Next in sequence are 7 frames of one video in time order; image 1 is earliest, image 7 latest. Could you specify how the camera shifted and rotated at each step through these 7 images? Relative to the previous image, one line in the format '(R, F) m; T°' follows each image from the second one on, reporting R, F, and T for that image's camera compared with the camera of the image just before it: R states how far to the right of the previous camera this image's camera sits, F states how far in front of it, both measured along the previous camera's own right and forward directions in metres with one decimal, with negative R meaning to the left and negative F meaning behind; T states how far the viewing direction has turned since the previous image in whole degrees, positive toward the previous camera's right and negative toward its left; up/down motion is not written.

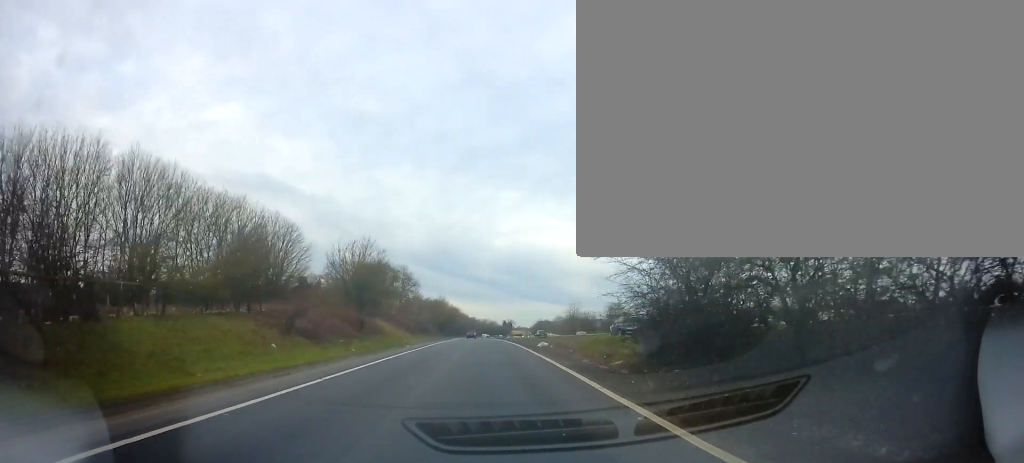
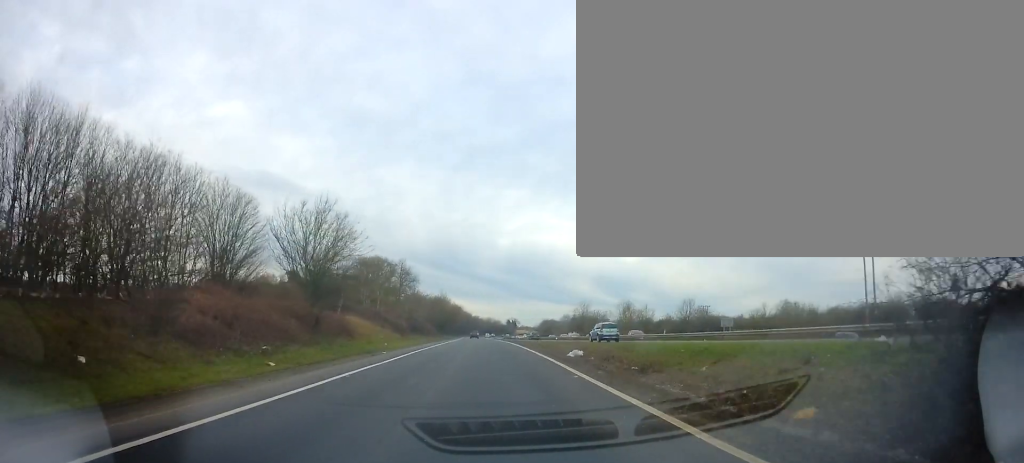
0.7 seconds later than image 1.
(0.0, +11.4) m; 0°
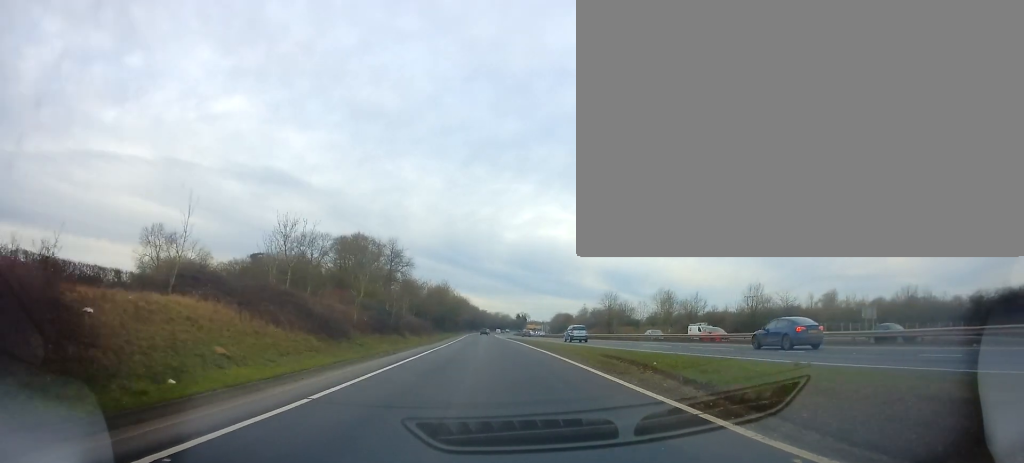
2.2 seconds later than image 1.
(0.0, +27.7) m; +1°
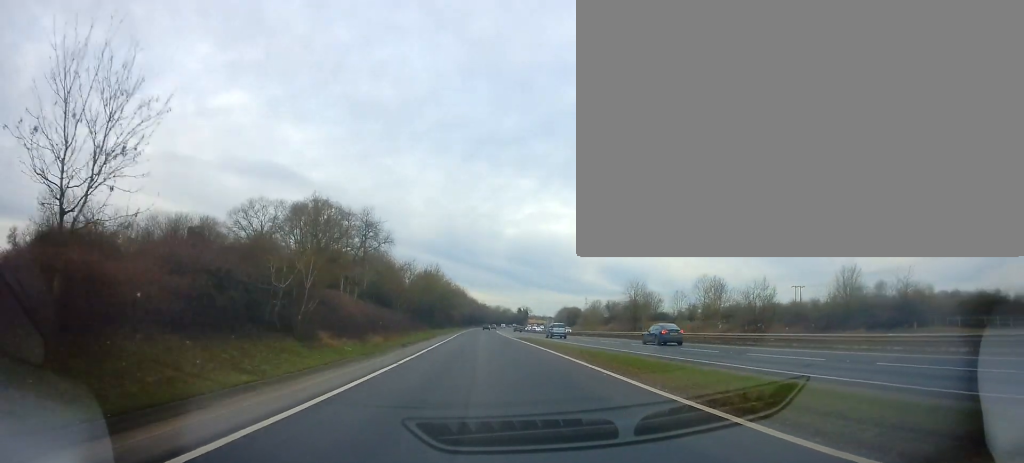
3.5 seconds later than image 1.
(+0.2, +28.2) m; 0°
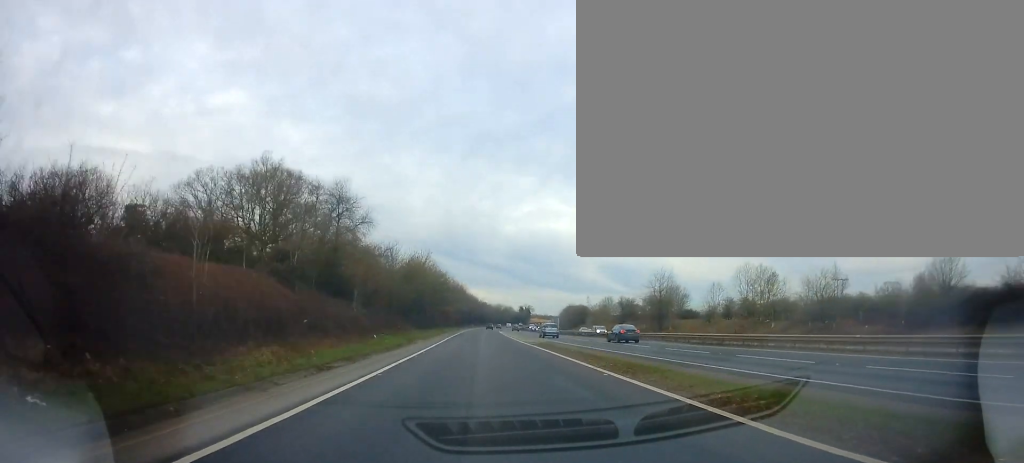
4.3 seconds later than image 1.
(-0.1, +18.6) m; -1°
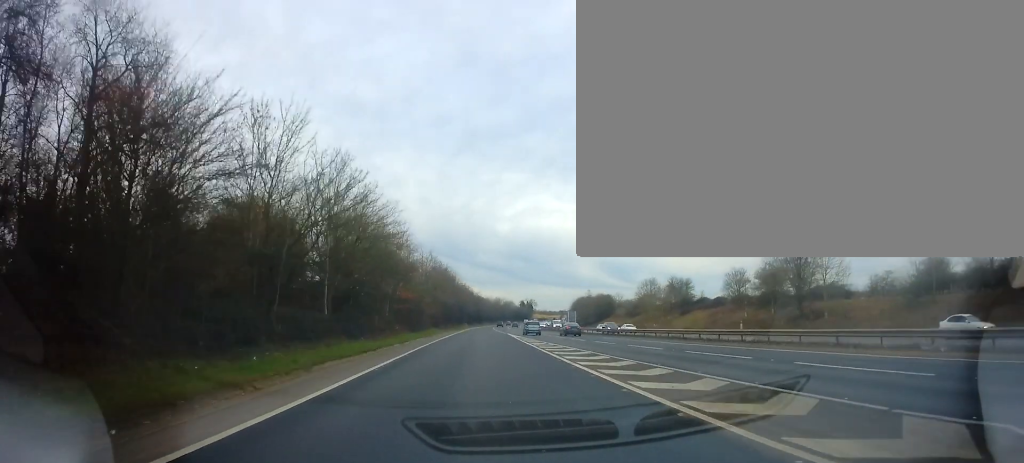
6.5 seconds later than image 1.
(-0.5, +53.4) m; 0°
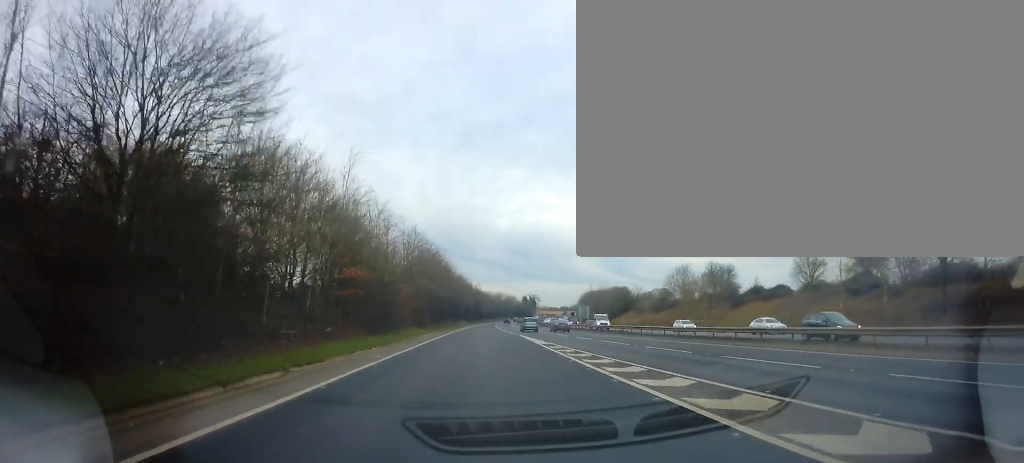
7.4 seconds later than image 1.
(0.0, +22.3) m; +1°
